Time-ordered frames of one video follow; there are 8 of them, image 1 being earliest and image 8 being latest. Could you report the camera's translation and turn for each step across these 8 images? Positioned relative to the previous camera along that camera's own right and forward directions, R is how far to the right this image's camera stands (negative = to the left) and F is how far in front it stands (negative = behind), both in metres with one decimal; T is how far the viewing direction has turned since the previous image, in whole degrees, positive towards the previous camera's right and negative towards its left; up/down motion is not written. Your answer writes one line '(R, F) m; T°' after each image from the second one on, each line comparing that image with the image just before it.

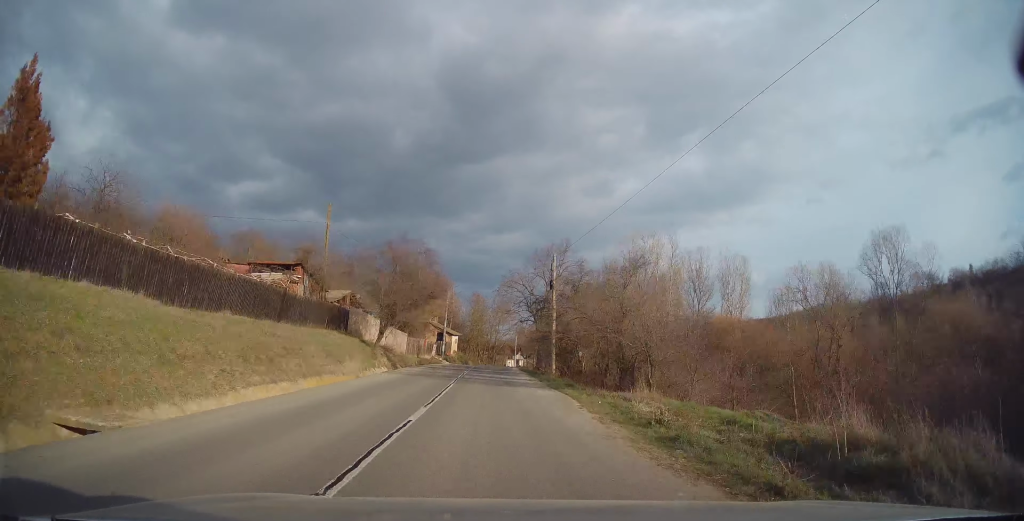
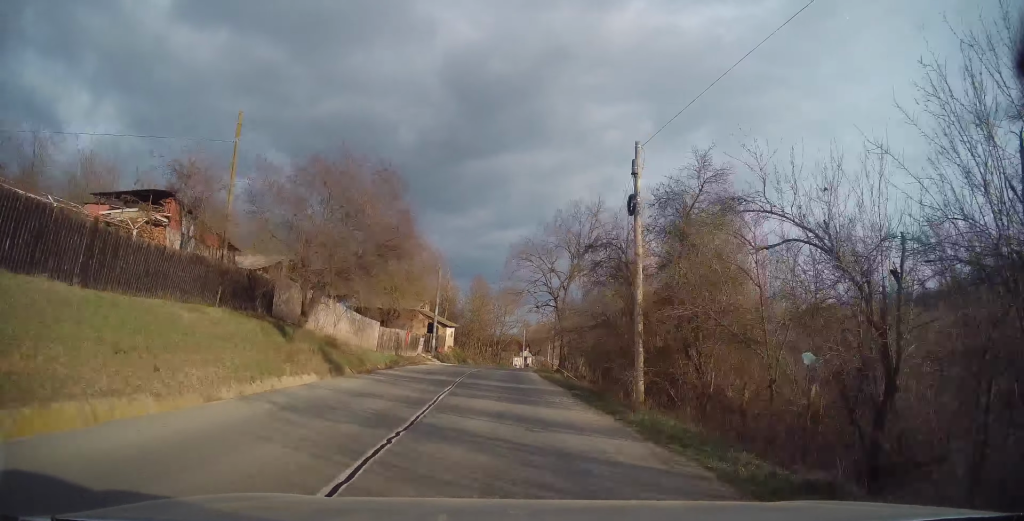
(-0.5, +15.5) m; 0°
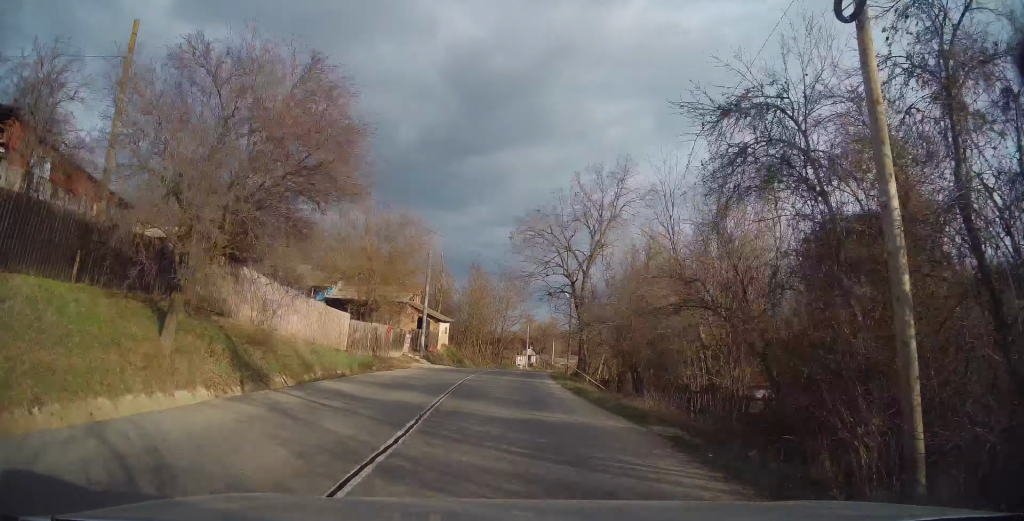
(+0.3, +8.0) m; +2°
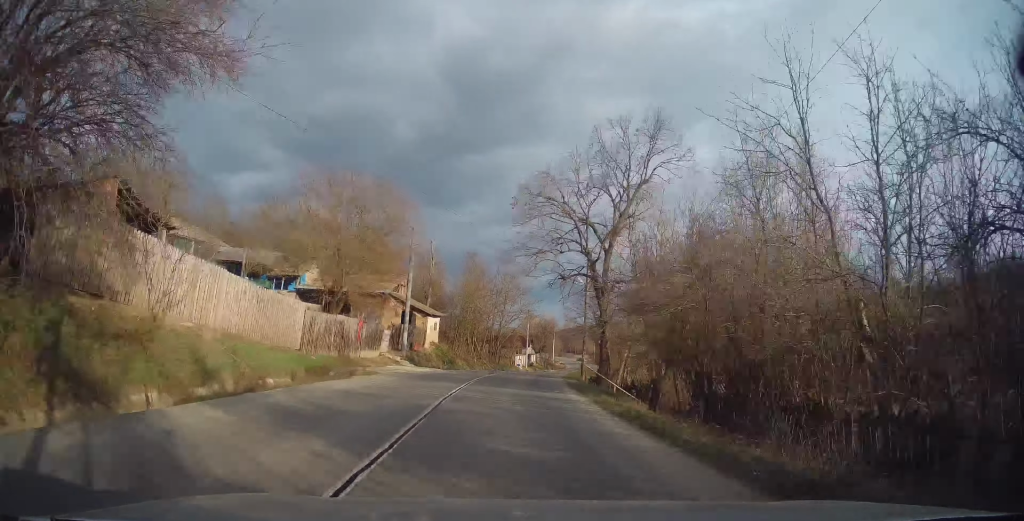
(0.0, +7.2) m; +2°
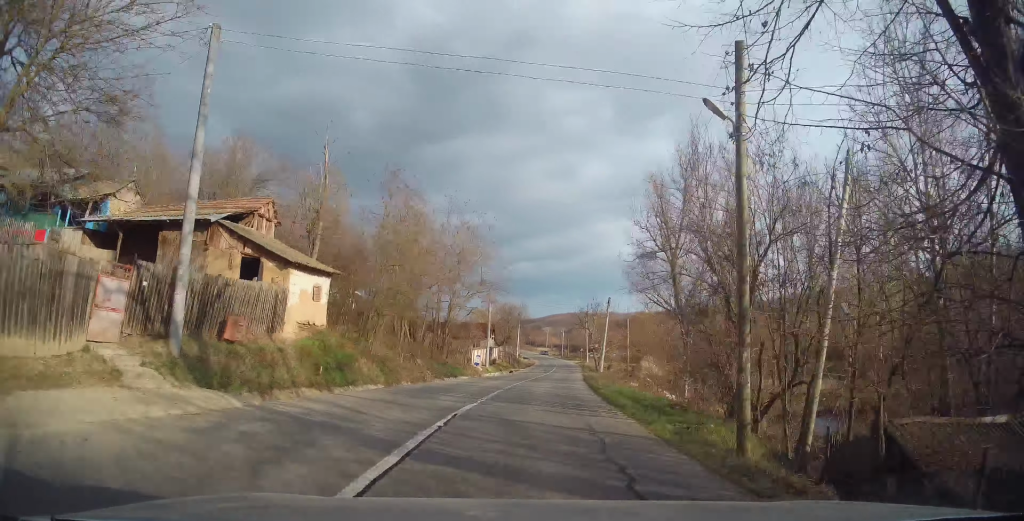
(+0.7, +22.9) m; +4°
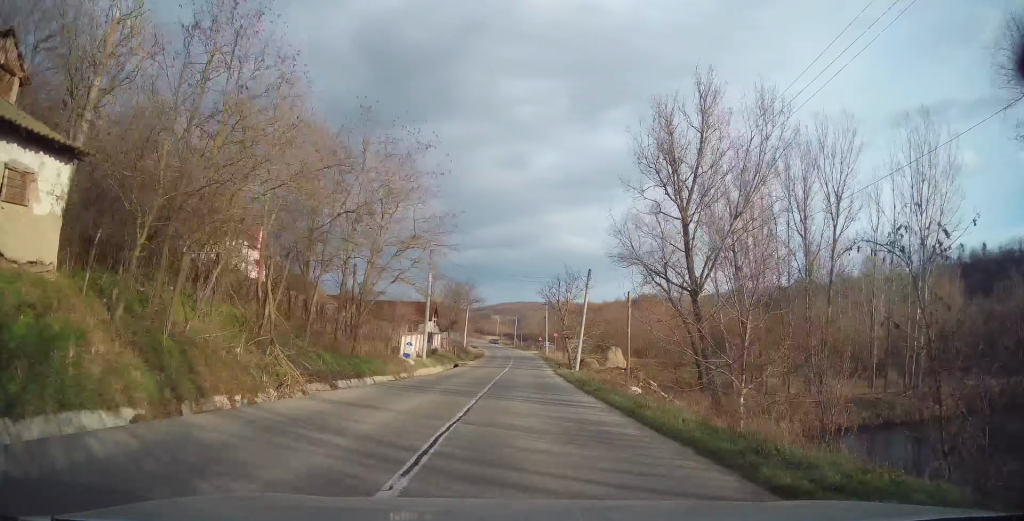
(+0.3, +14.5) m; +4°
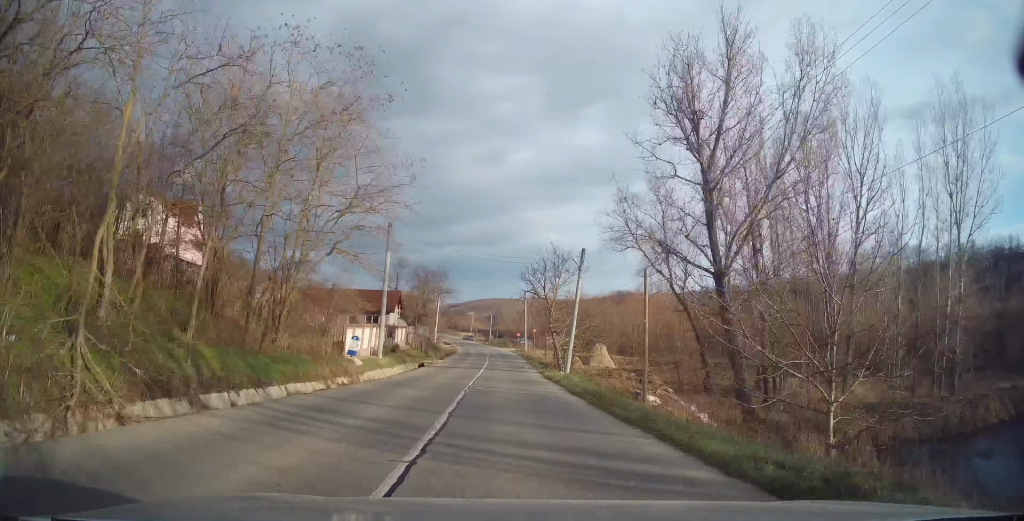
(+0.3, +7.8) m; +3°
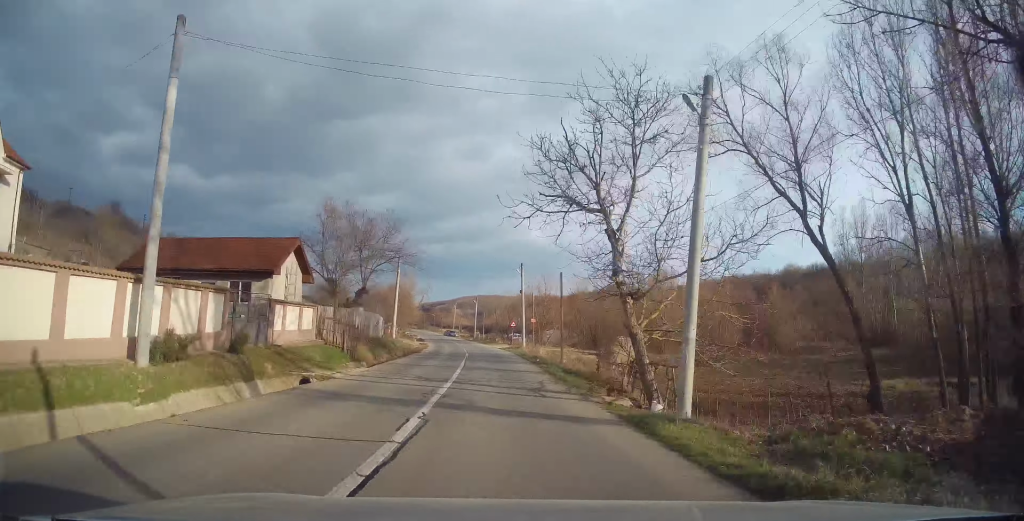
(+0.9, +21.8) m; +1°
